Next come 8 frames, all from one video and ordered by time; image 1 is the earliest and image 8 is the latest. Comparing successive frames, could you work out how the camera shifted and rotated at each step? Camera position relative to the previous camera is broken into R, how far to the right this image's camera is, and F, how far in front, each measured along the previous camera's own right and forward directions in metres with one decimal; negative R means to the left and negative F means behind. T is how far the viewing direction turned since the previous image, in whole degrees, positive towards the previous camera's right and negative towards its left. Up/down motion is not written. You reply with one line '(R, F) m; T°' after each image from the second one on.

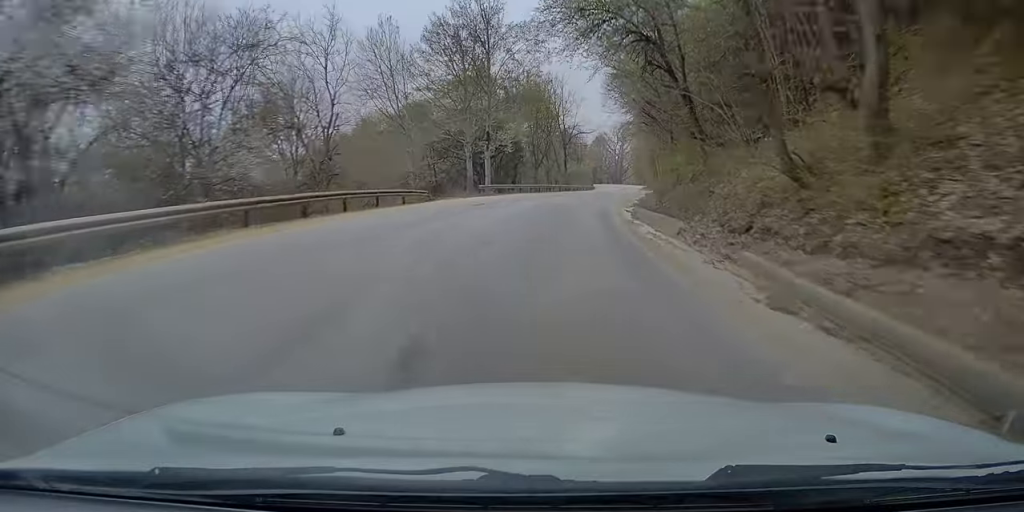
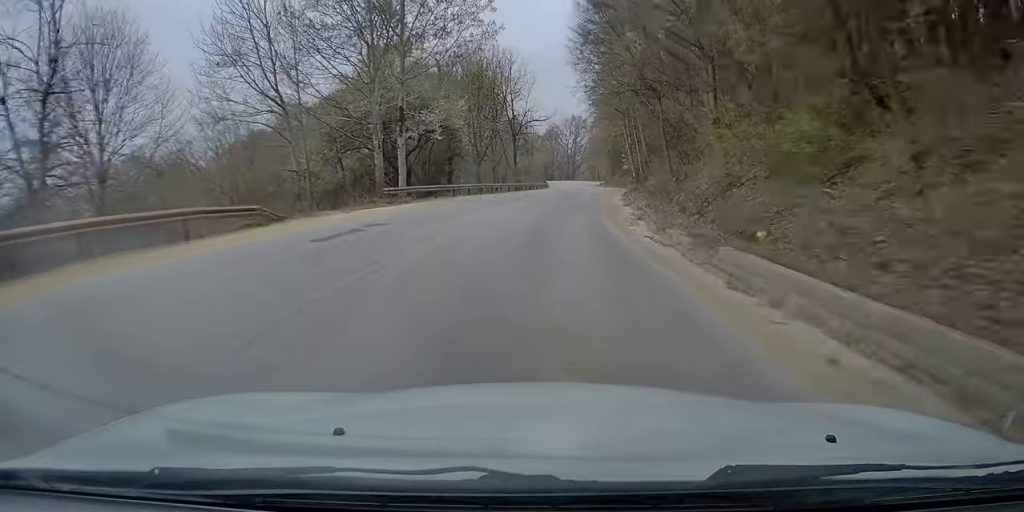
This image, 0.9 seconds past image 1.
(+0.8, +14.8) m; +4°
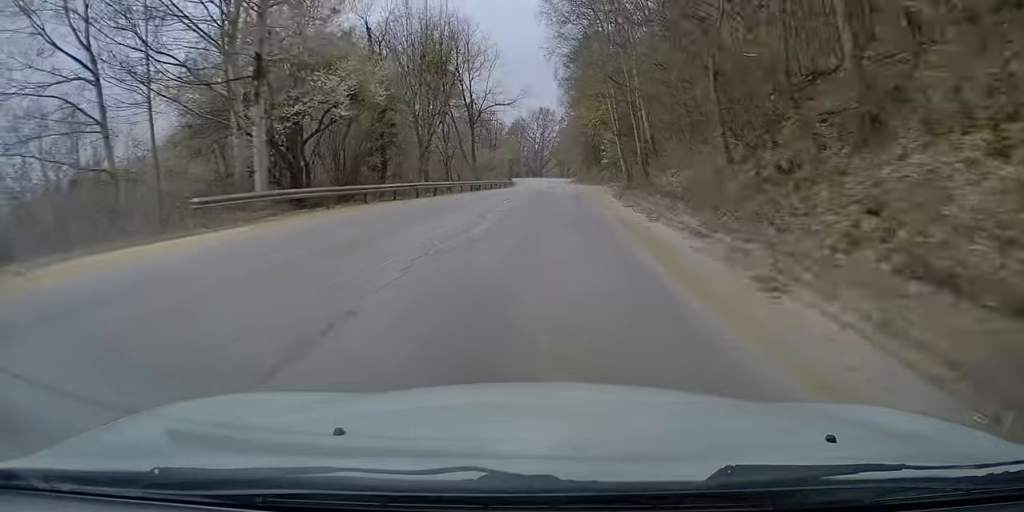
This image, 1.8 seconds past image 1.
(+0.2, +13.6) m; +2°
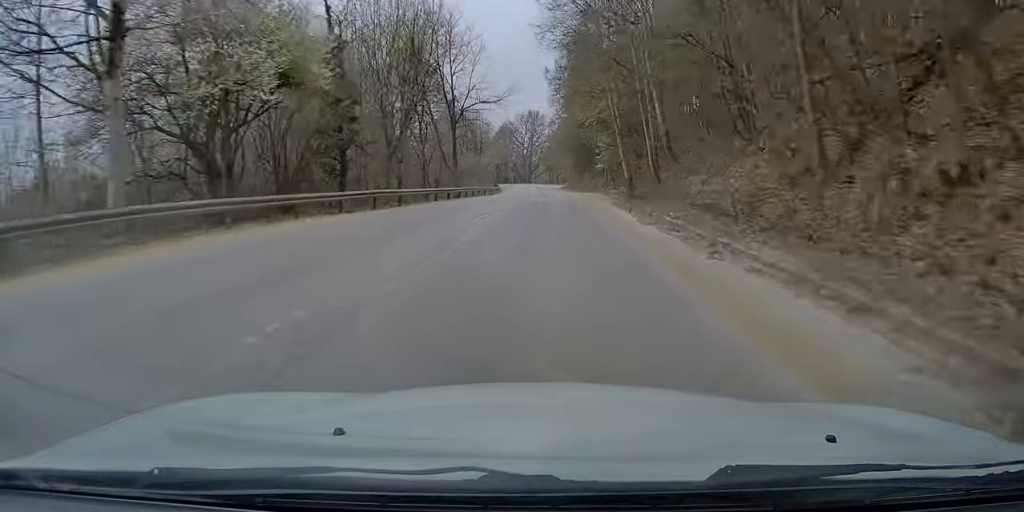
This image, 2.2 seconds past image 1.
(+0.2, +6.9) m; +1°
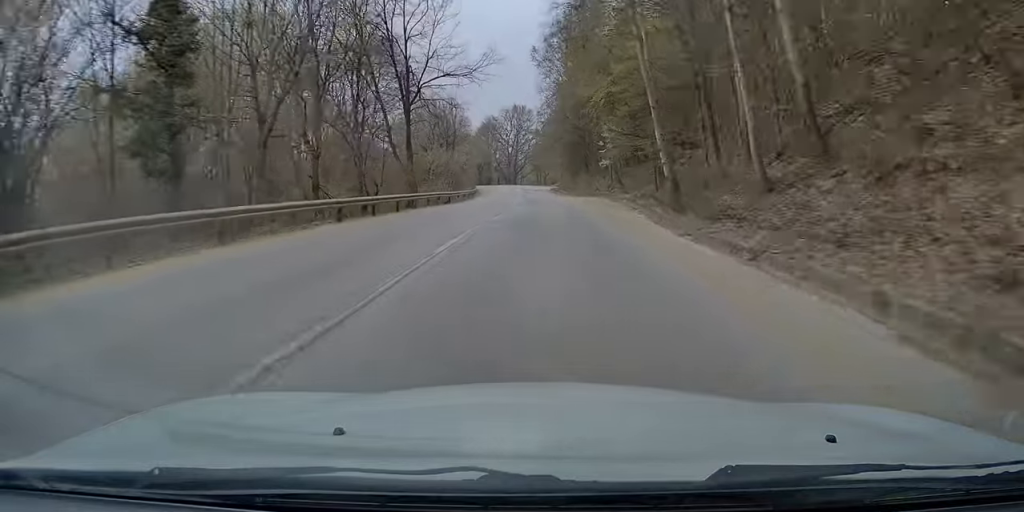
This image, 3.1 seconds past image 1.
(+0.3, +17.0) m; +2°
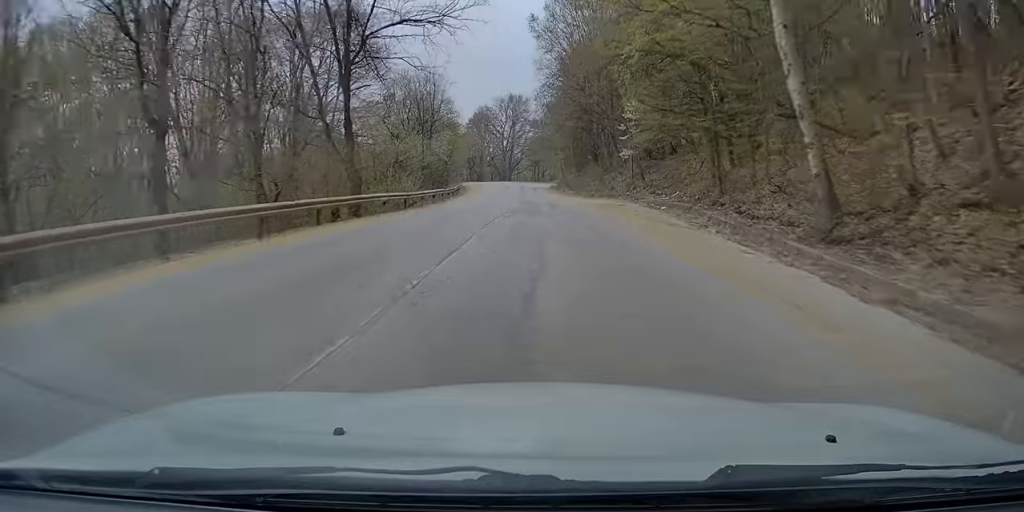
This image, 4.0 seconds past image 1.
(+0.1, +15.1) m; +1°
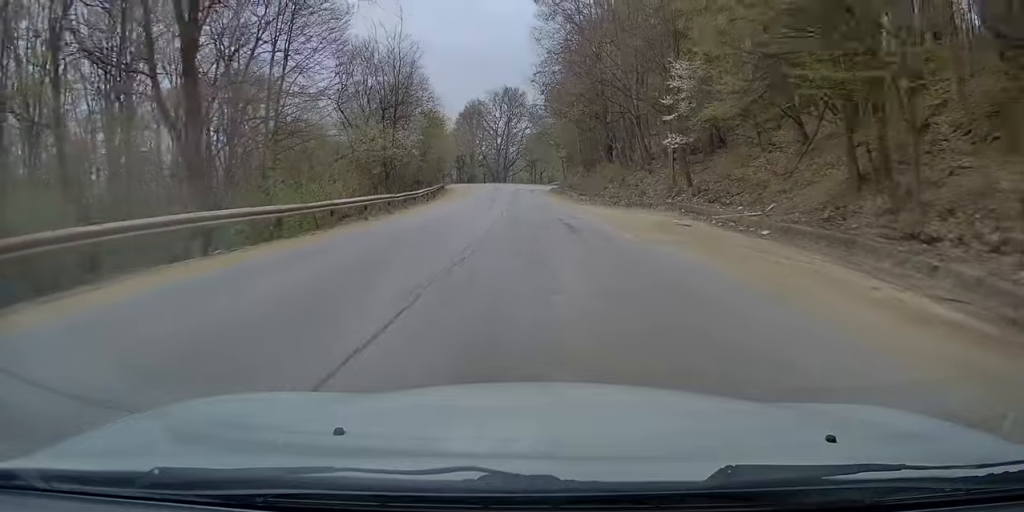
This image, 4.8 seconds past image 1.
(+0.2, +15.1) m; 0°
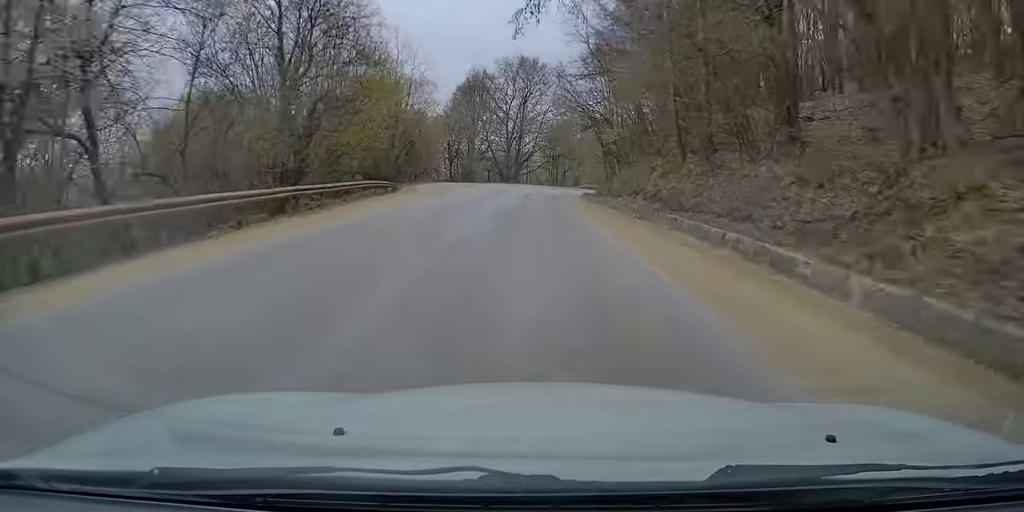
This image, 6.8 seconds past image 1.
(-0.6, +35.8) m; 0°
